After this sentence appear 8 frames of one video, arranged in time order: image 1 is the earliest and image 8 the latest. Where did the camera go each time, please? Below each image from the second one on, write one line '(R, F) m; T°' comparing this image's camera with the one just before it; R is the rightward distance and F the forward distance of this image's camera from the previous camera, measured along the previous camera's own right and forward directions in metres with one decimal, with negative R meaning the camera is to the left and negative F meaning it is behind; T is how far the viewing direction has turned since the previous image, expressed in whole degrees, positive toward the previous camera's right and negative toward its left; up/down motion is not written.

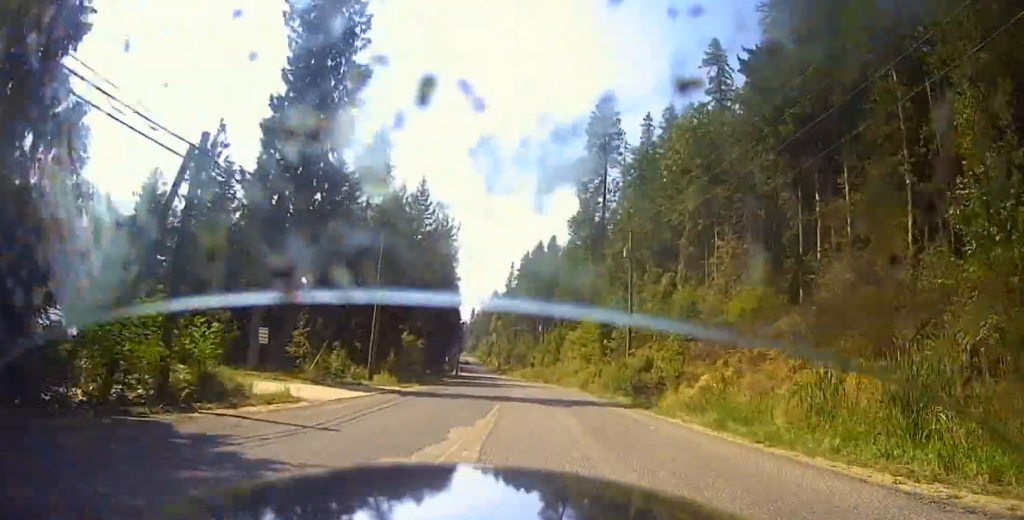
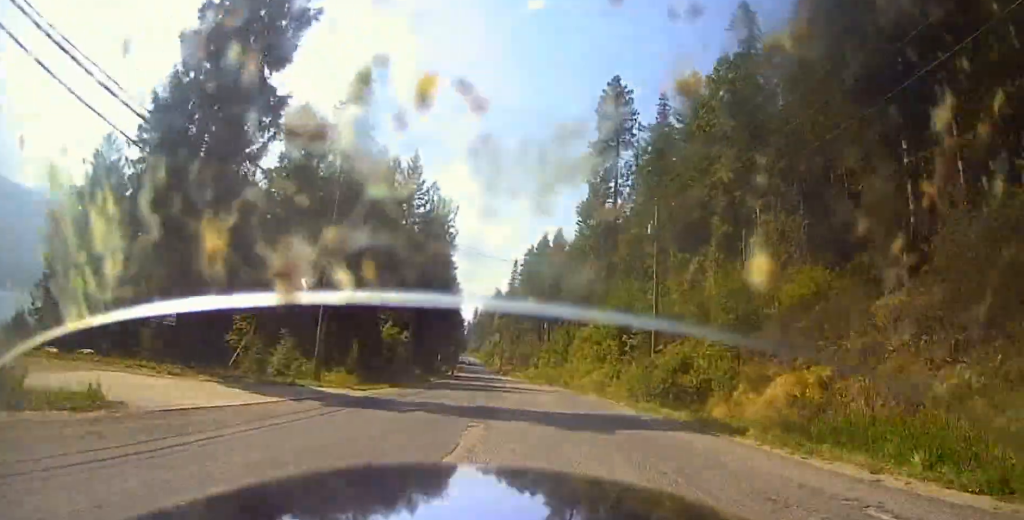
(-0.2, +9.7) m; -1°
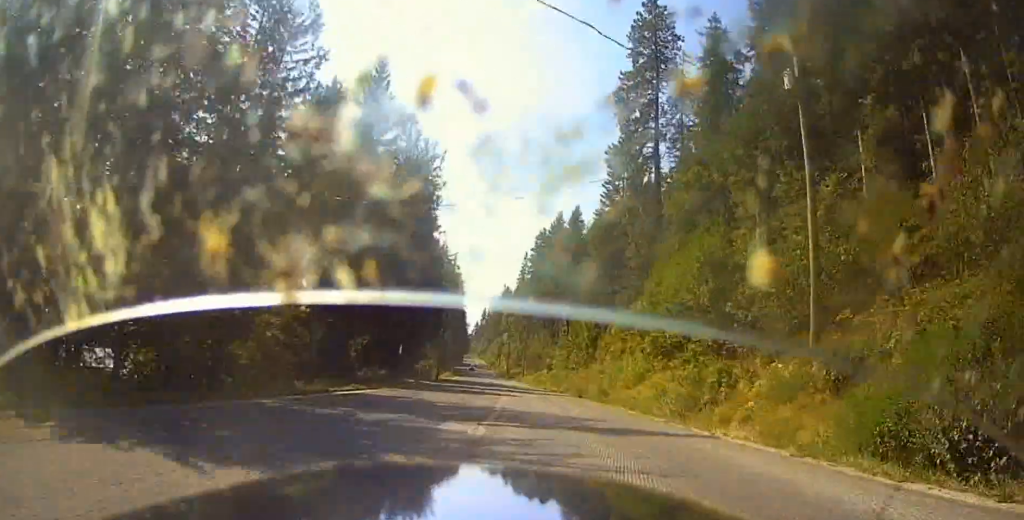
(0.0, +25.3) m; 0°
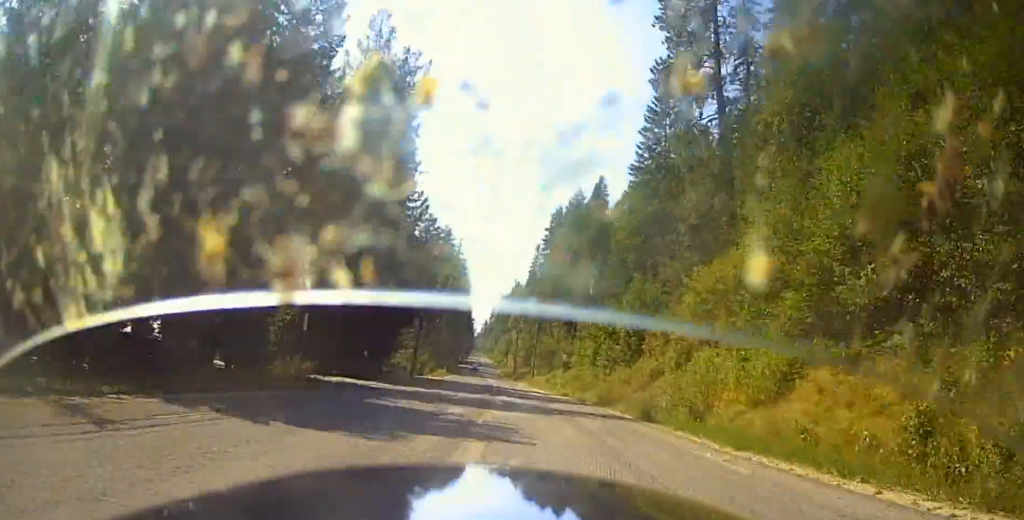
(0.0, +20.8) m; -2°
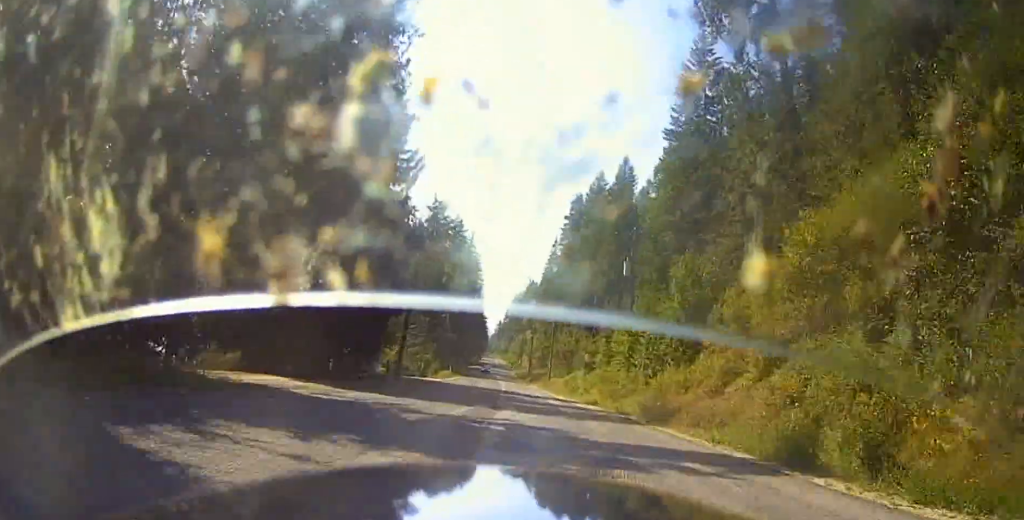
(-0.2, +10.9) m; -2°
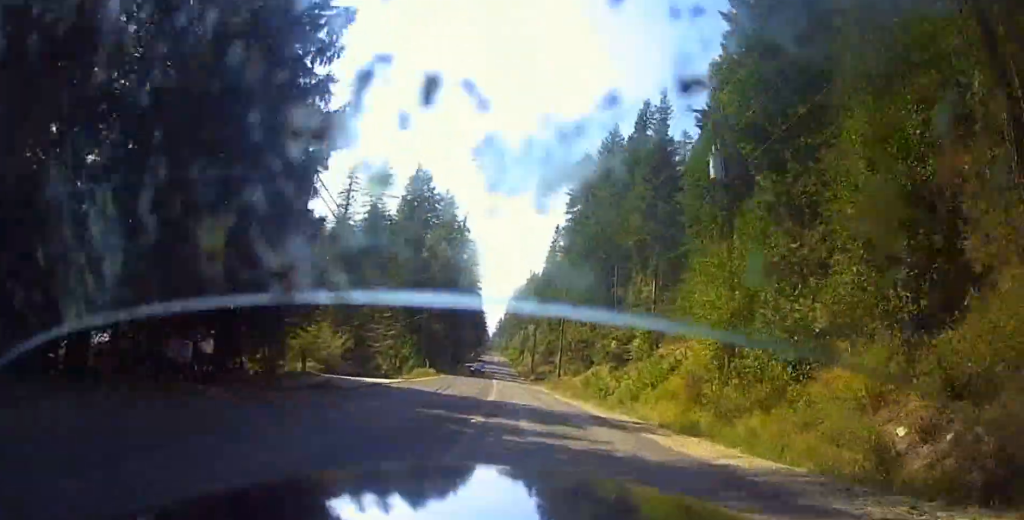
(-0.8, +20.0) m; -2°
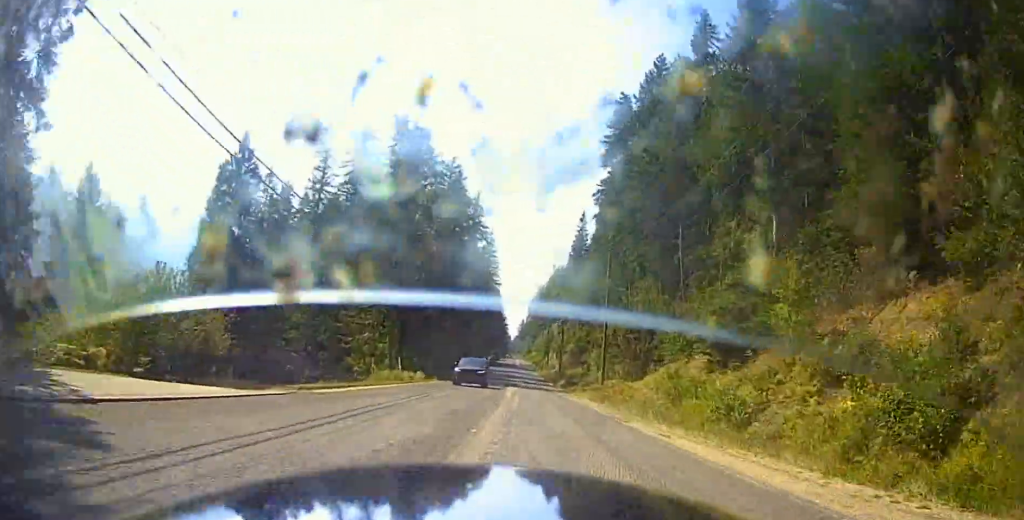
(0.0, +22.4) m; +1°
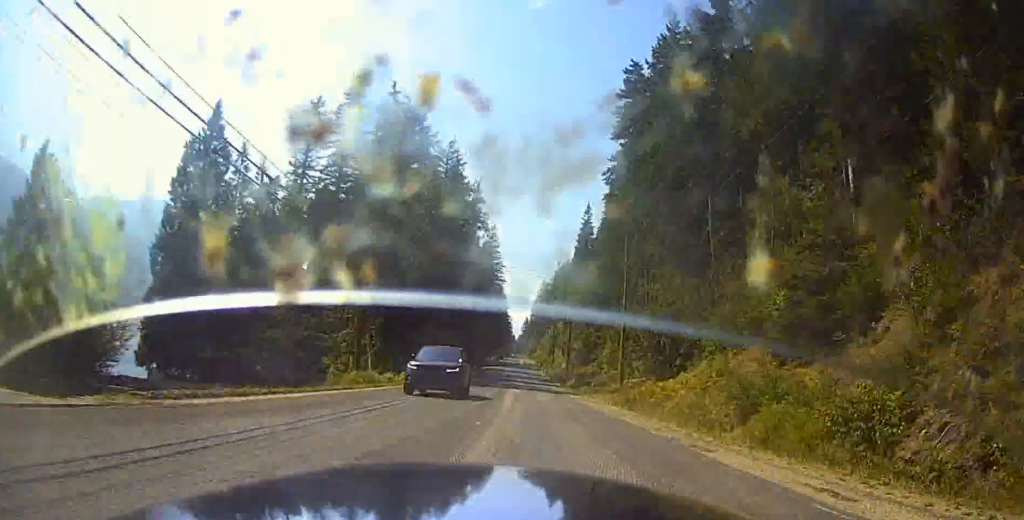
(+0.1, +8.0) m; +1°
